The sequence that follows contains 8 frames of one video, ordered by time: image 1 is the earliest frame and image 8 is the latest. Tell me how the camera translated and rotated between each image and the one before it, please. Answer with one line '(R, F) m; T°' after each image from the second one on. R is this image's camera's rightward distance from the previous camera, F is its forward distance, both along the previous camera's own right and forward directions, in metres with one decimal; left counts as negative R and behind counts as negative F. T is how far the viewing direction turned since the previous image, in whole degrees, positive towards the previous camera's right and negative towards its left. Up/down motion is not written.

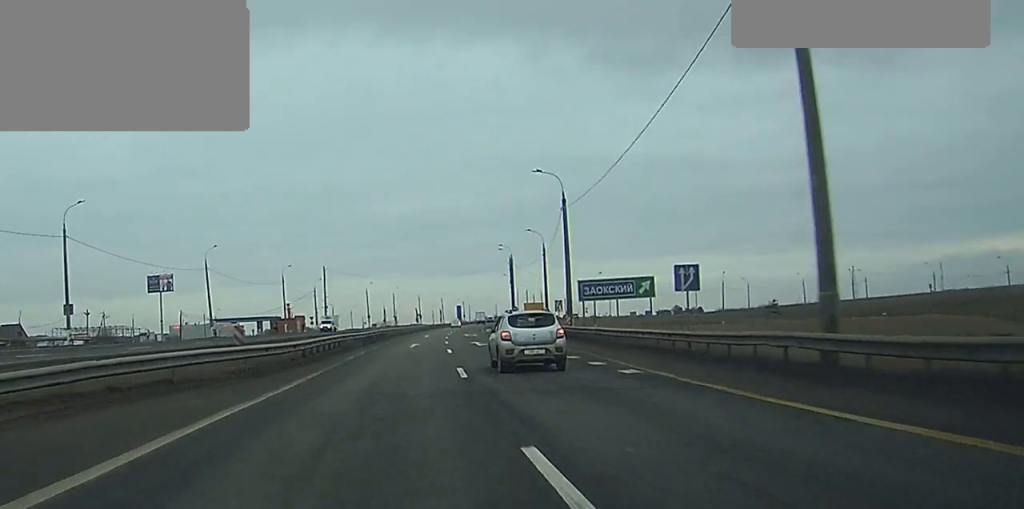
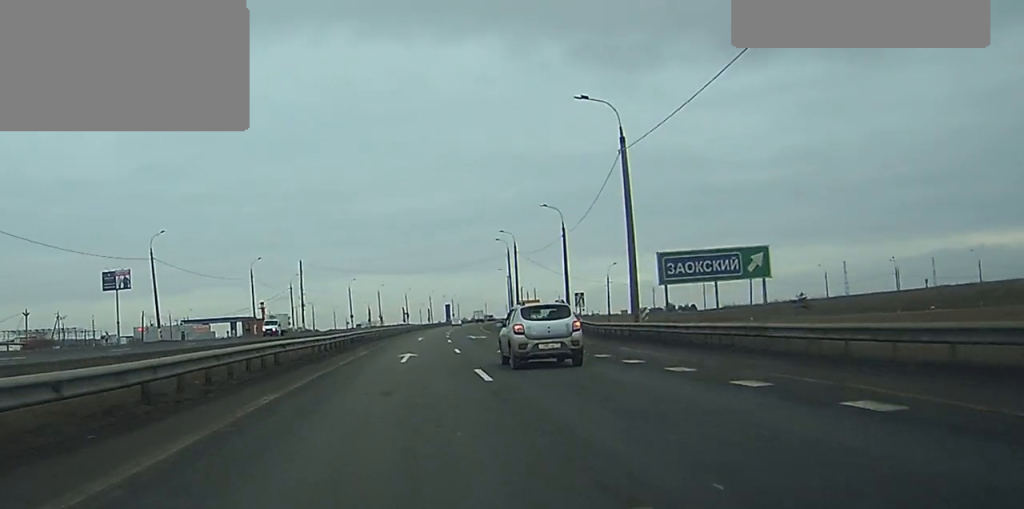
(+0.2, +19.2) m; +1°
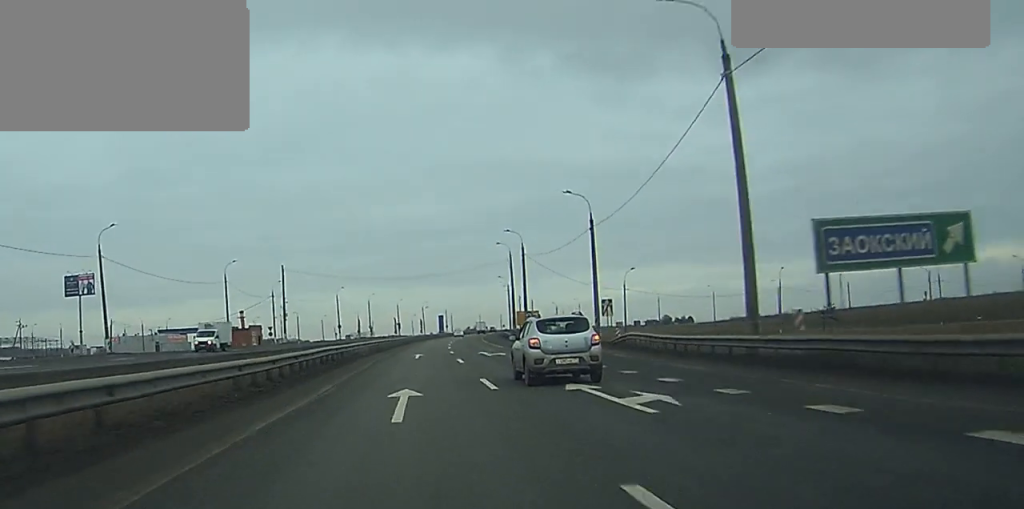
(0.0, +14.3) m; +1°
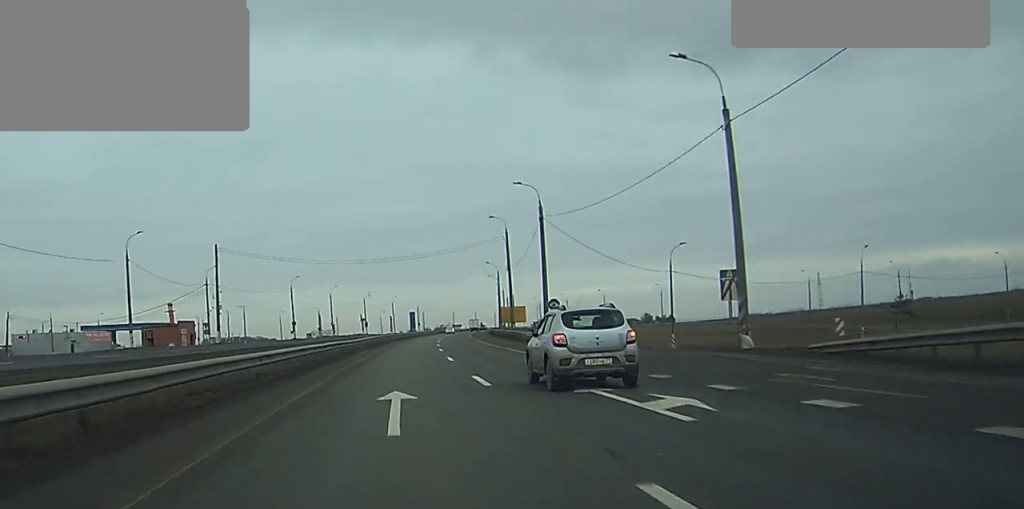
(+0.7, +32.7) m; +1°
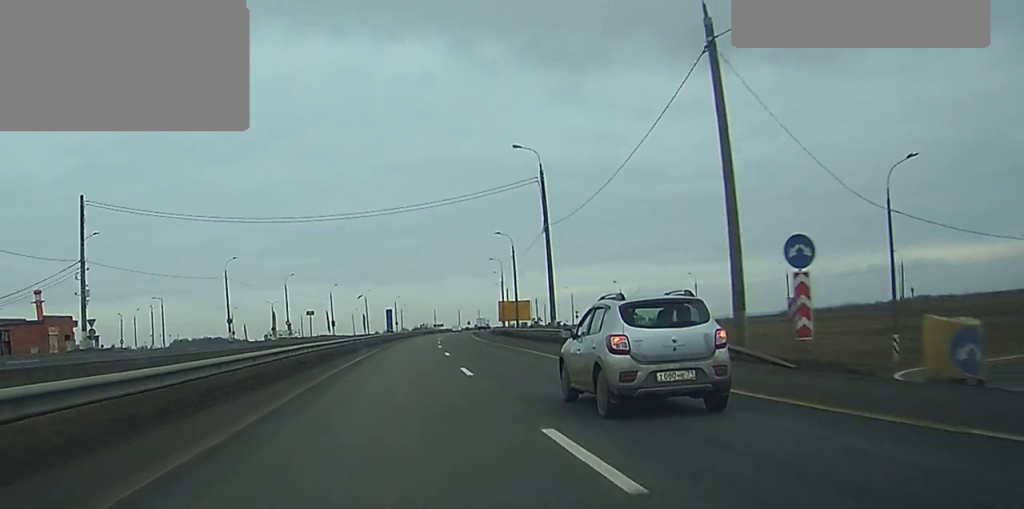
(+0.5, +44.3) m; +2°
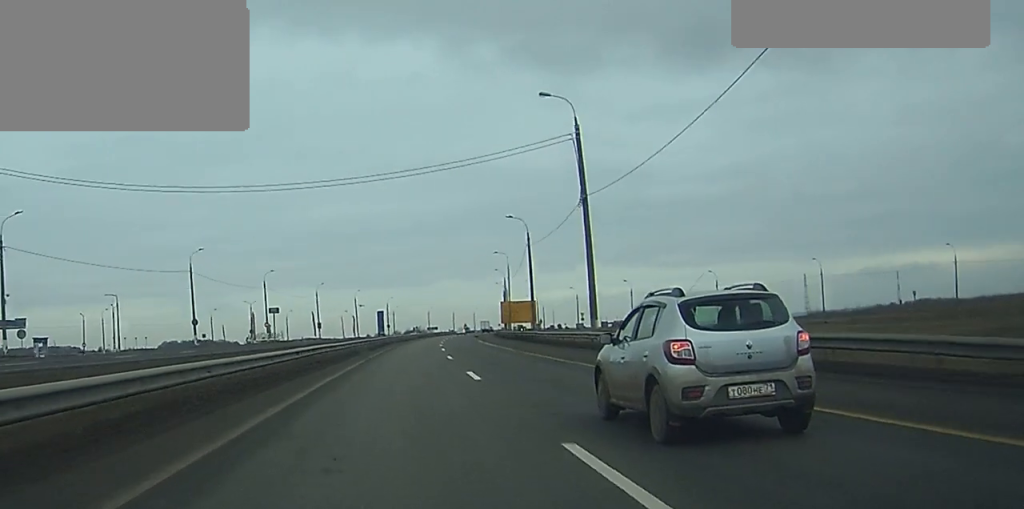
(+0.1, +17.1) m; +1°
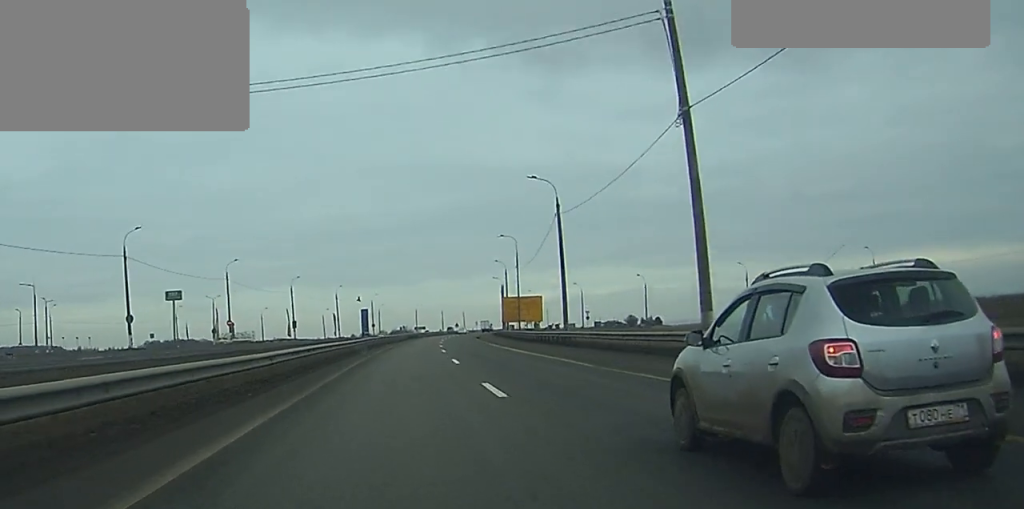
(+0.1, +21.8) m; +1°
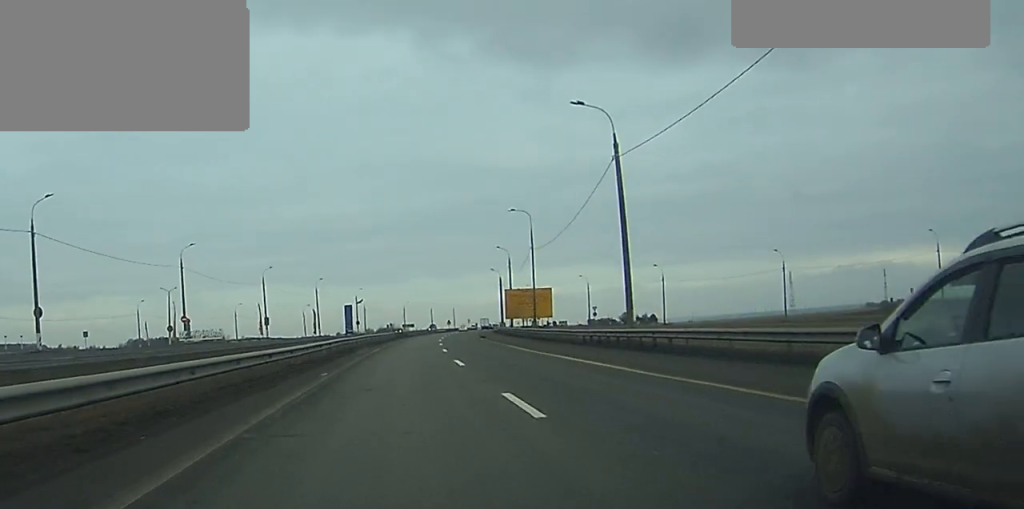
(0.0, +20.0) m; +1°
